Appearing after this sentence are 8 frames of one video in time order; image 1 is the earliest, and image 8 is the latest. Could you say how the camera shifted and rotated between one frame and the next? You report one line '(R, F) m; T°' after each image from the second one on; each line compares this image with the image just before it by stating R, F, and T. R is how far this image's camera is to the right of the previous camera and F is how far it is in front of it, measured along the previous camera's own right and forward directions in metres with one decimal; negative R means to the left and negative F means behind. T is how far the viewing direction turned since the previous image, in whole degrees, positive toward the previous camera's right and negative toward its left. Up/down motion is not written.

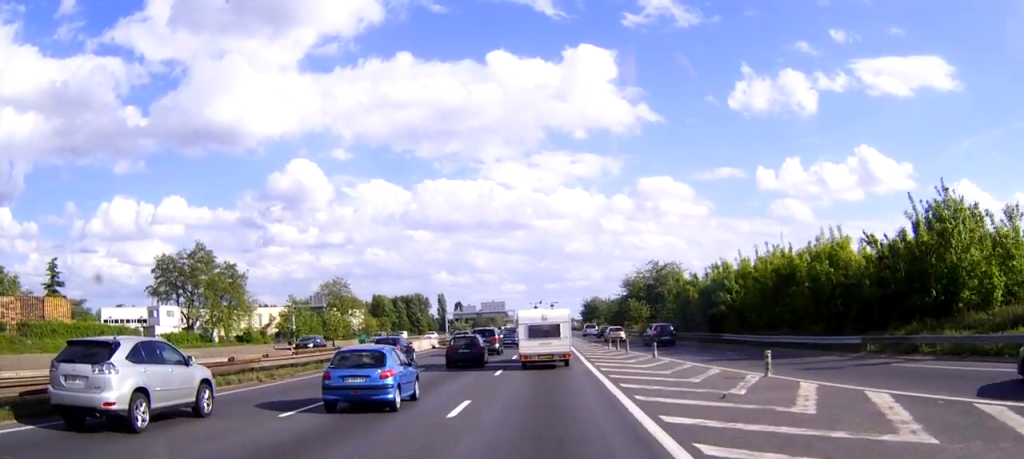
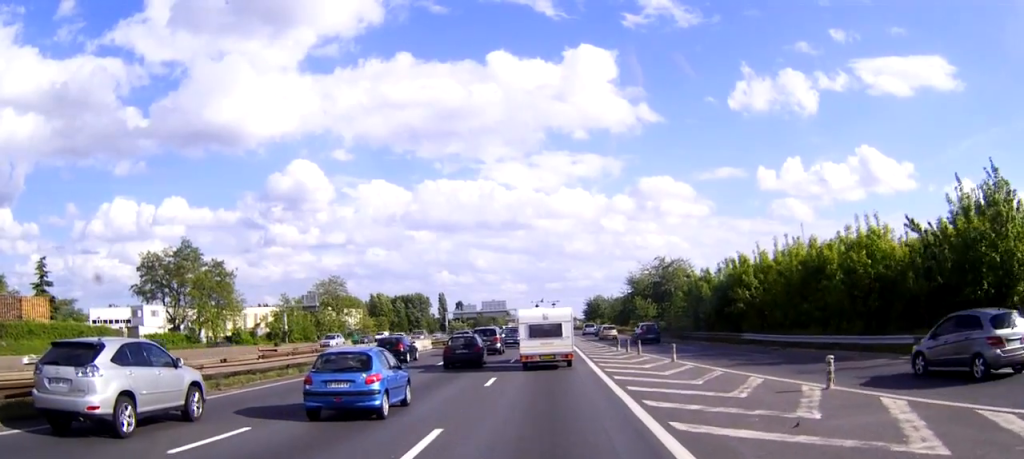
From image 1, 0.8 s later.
(+0.1, +4.9) m; 0°
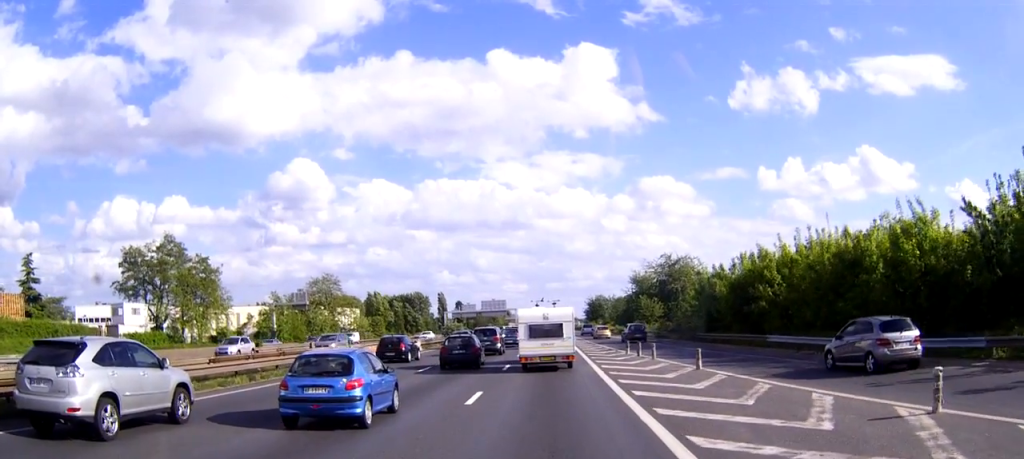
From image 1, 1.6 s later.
(-0.1, +5.2) m; 0°
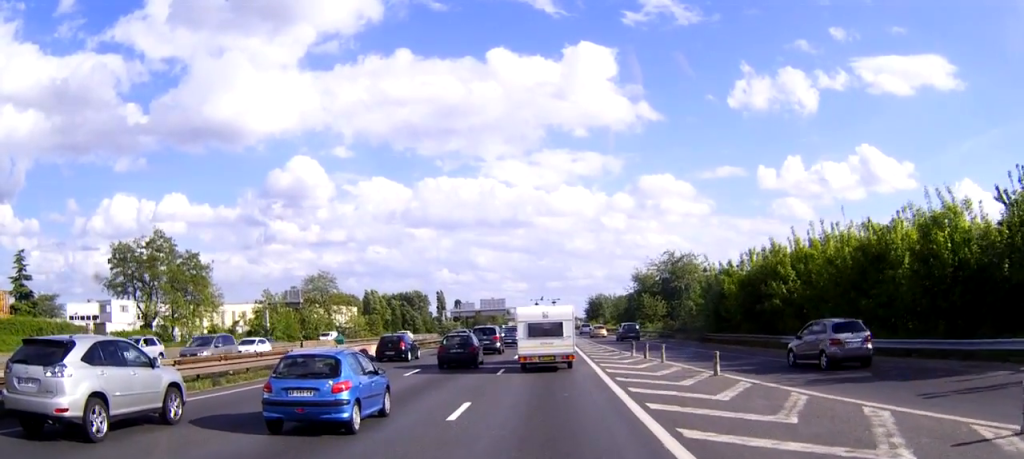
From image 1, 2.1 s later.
(0.0, +2.9) m; 0°
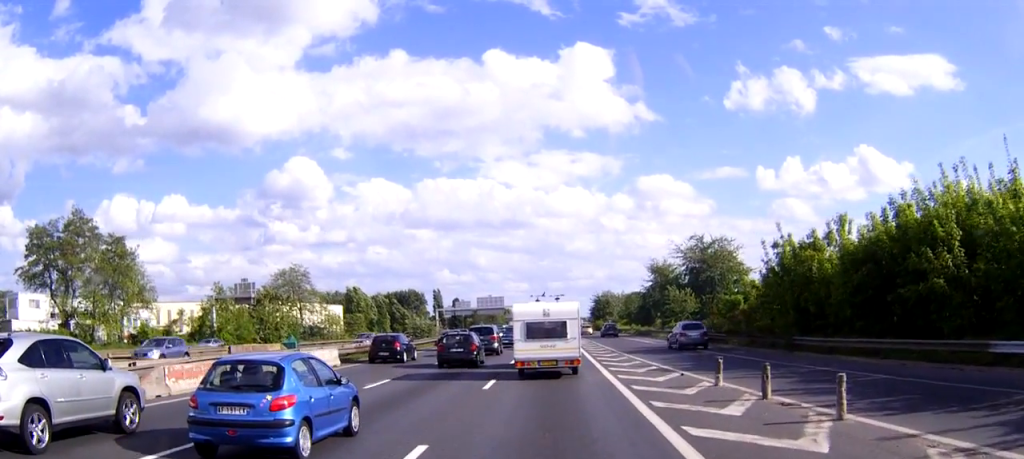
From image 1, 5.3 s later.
(0.0, +19.6) m; 0°
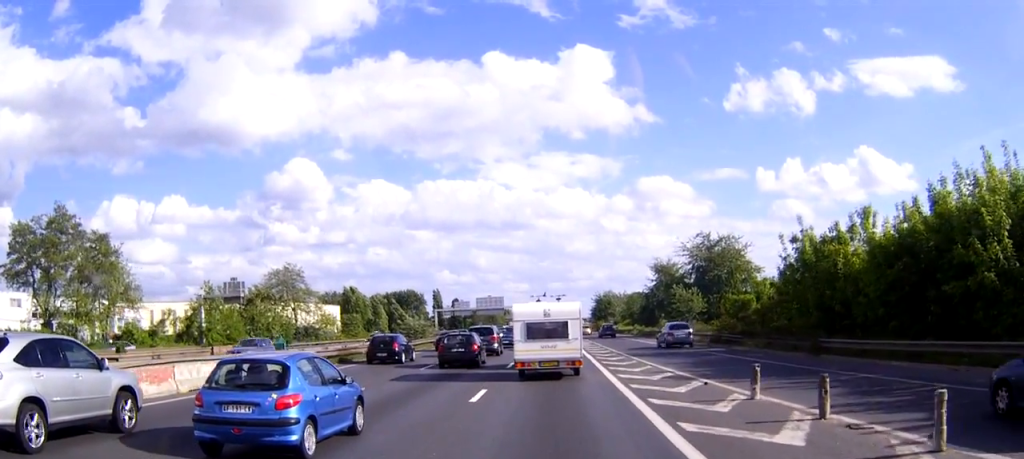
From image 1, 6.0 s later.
(0.0, +3.4) m; 0°
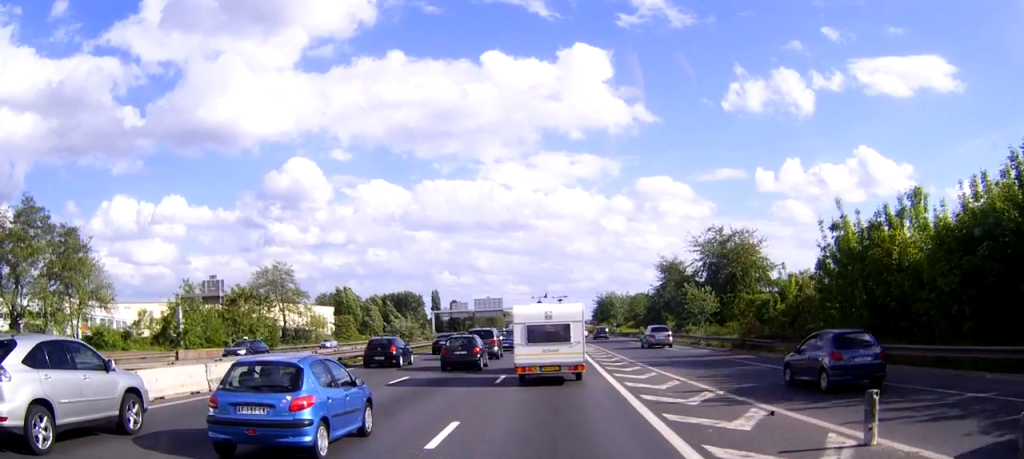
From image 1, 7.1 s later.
(0.0, +6.0) m; 0°
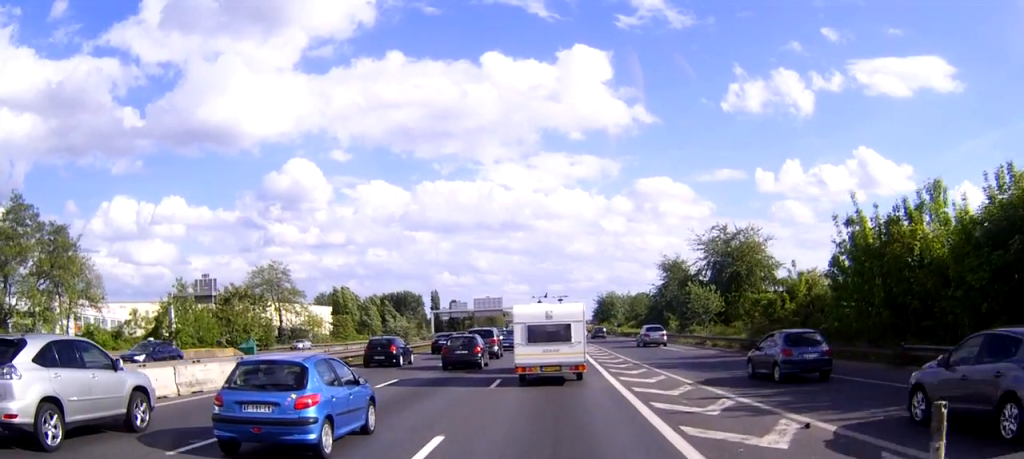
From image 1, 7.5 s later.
(0.0, +1.9) m; 0°
